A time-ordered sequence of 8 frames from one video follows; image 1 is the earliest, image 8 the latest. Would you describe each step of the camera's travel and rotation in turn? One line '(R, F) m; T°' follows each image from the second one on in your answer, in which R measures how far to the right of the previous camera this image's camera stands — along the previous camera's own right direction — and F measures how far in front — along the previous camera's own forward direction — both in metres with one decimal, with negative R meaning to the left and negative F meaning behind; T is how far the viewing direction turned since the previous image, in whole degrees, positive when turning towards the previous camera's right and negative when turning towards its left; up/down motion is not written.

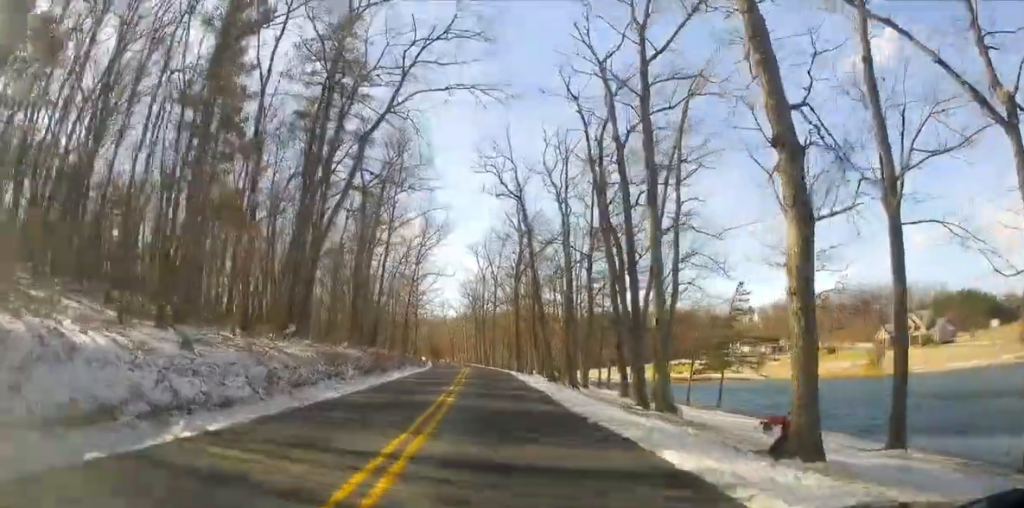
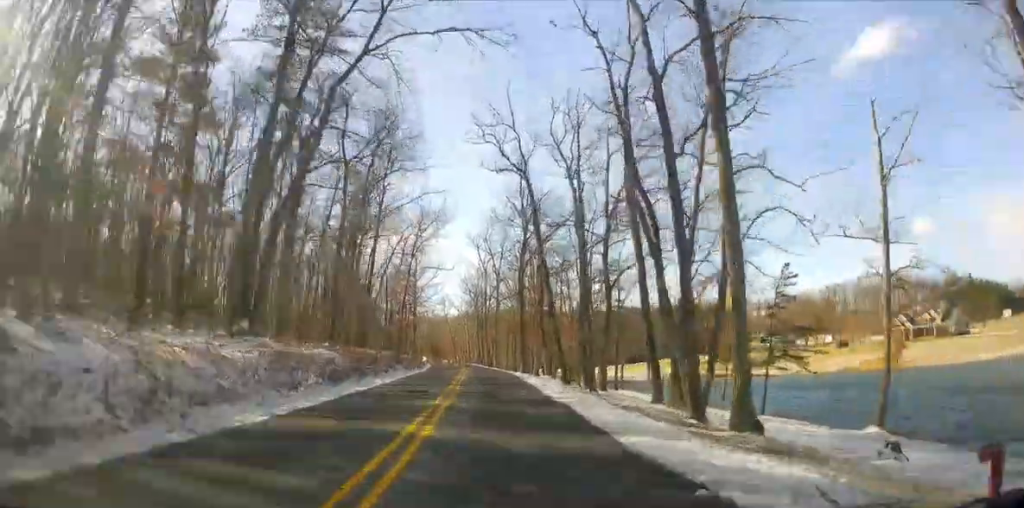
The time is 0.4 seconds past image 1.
(0.0, +6.2) m; 0°
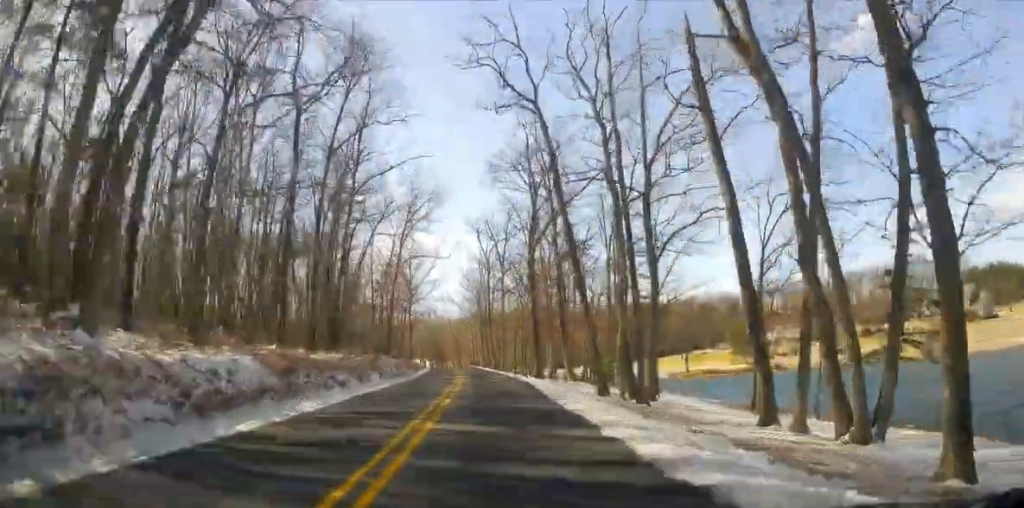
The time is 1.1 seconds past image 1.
(0.0, +10.8) m; 0°
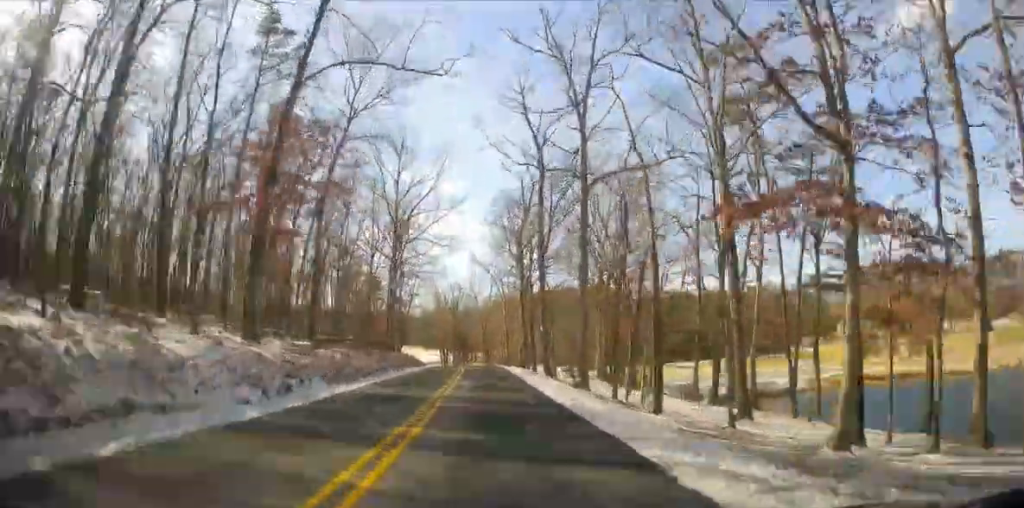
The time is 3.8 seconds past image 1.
(0.0, +41.2) m; 0°
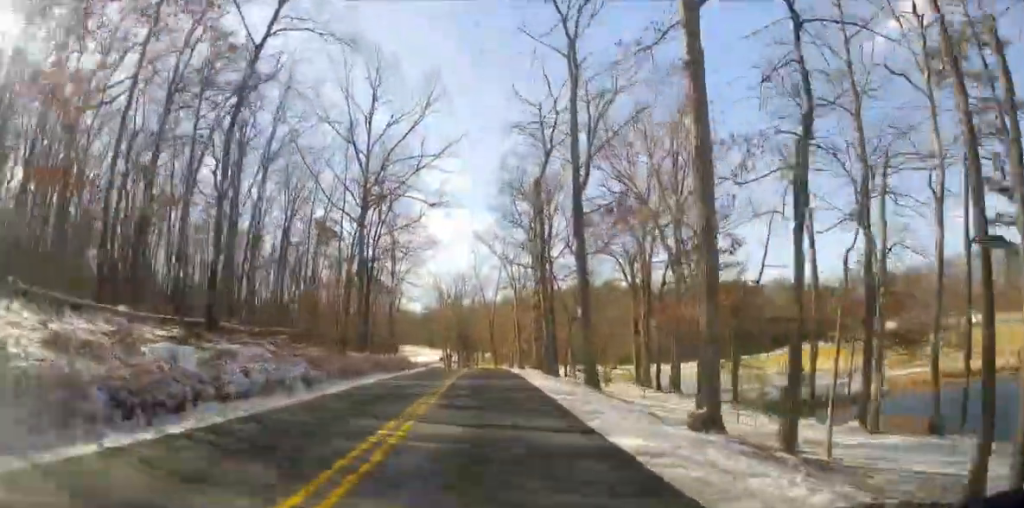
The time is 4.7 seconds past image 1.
(-0.1, +14.0) m; -1°
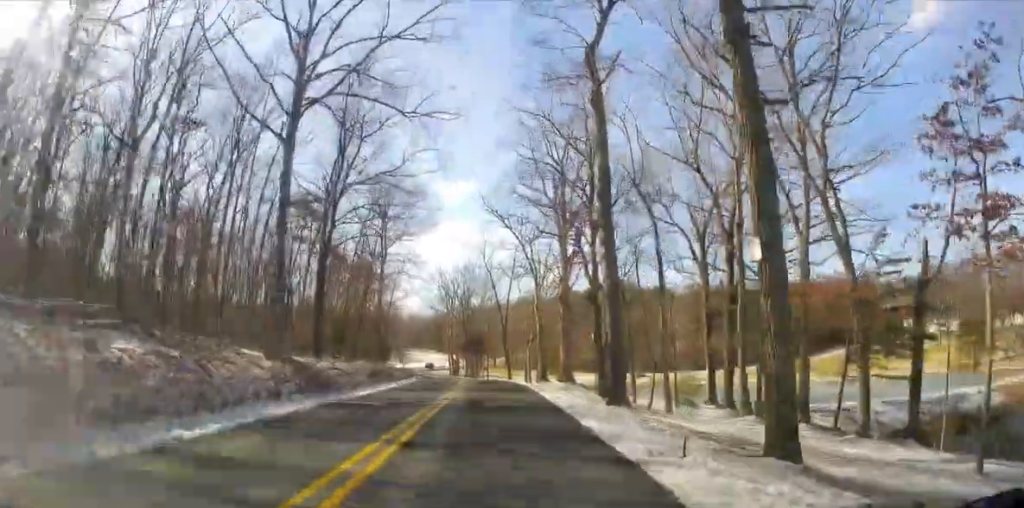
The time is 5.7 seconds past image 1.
(-0.2, +14.9) m; -1°
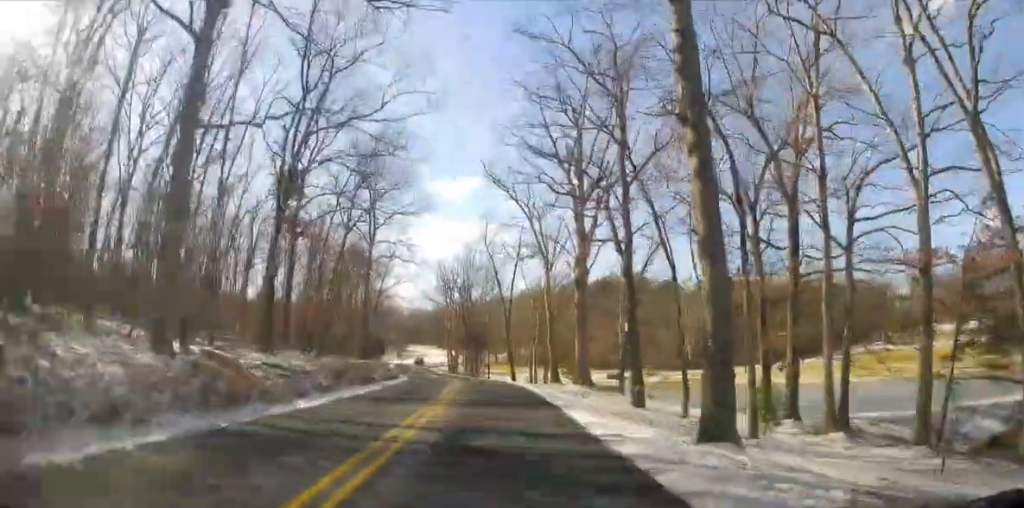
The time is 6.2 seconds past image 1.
(0.0, +7.5) m; 0°
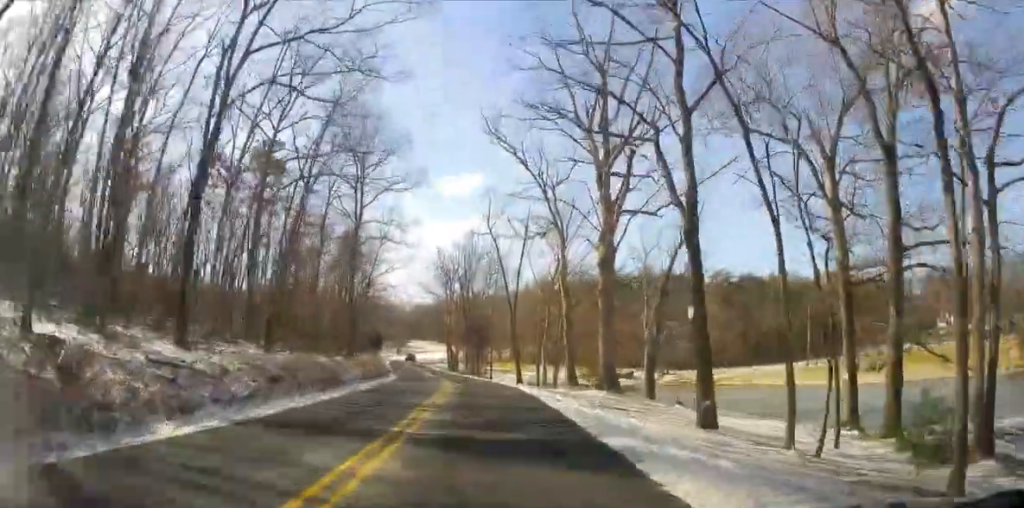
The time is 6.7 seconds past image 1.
(0.0, +7.5) m; 0°
